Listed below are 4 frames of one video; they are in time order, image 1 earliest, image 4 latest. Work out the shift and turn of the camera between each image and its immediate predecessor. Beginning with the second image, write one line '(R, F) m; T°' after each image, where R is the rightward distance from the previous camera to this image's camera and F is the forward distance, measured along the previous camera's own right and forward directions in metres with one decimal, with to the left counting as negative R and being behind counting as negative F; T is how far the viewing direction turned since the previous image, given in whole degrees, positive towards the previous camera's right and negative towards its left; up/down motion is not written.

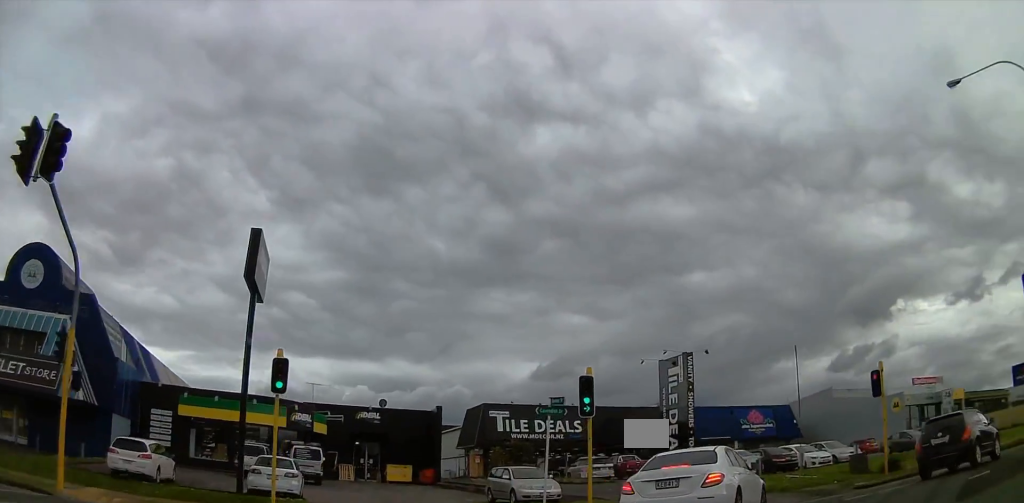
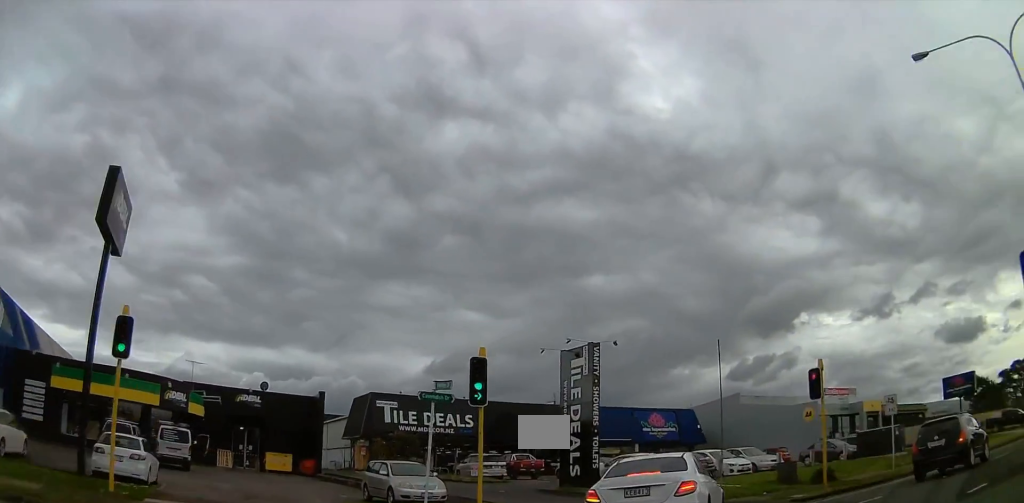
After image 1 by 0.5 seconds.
(-0.2, +3.3) m; +13°
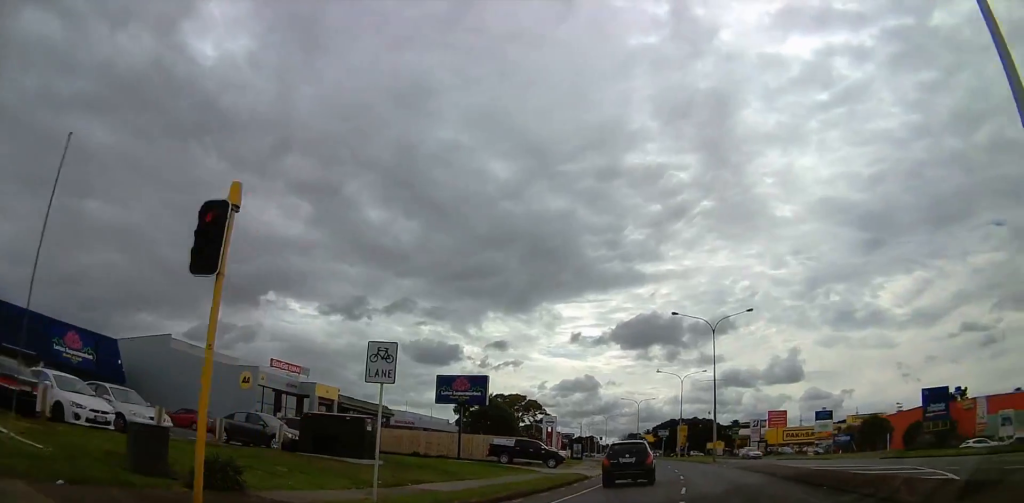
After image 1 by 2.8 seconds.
(+6.7, +12.7) m; +33°
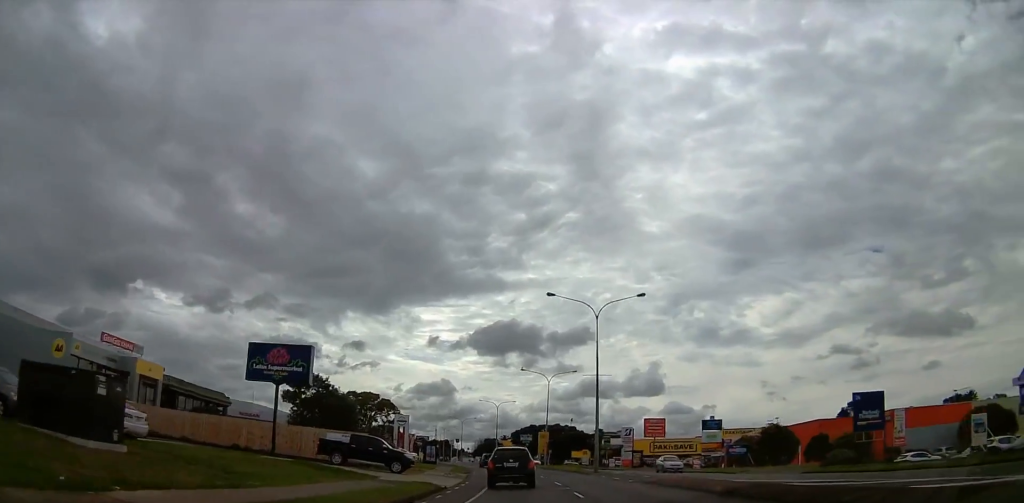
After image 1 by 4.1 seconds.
(0.0, +8.0) m; 0°
